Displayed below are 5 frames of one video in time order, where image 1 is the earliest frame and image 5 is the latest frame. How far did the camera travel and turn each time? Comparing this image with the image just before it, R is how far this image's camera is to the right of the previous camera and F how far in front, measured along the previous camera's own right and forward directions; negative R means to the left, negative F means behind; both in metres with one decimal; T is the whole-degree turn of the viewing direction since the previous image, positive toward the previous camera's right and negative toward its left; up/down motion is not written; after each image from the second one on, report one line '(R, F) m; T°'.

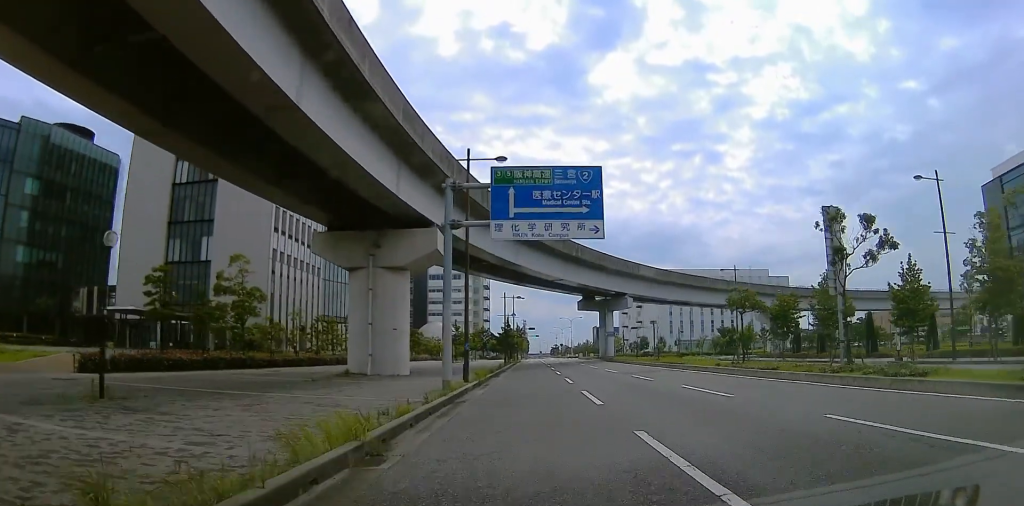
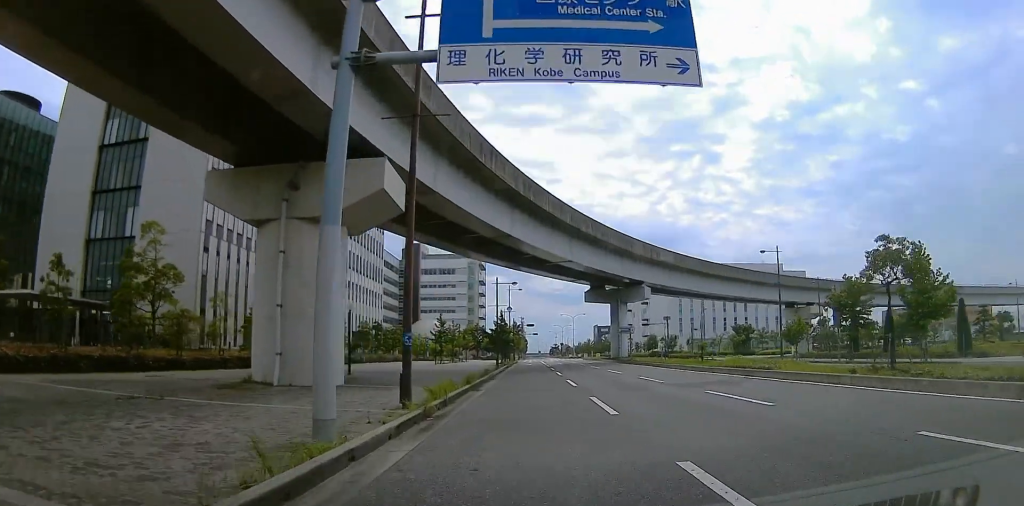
(+0.4, +12.7) m; 0°
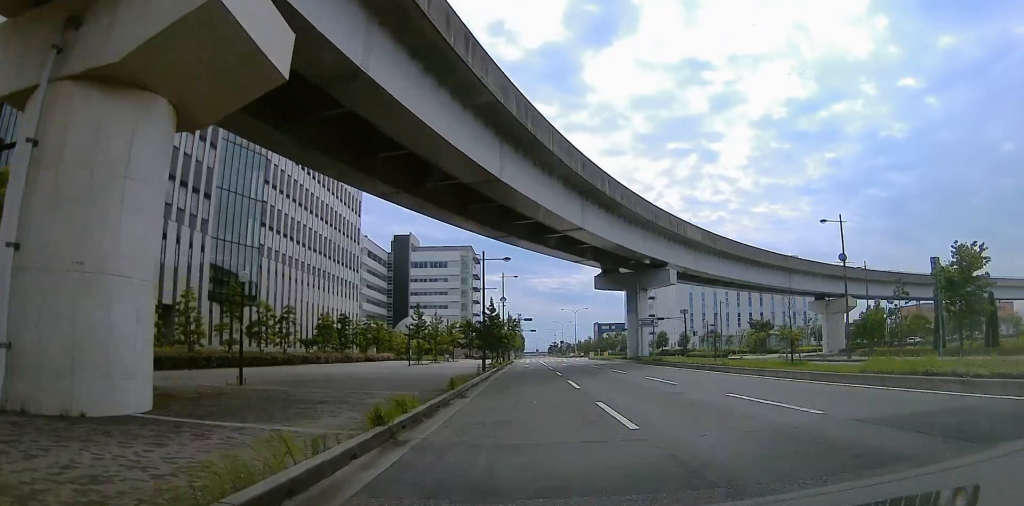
(-0.4, +13.0) m; -2°
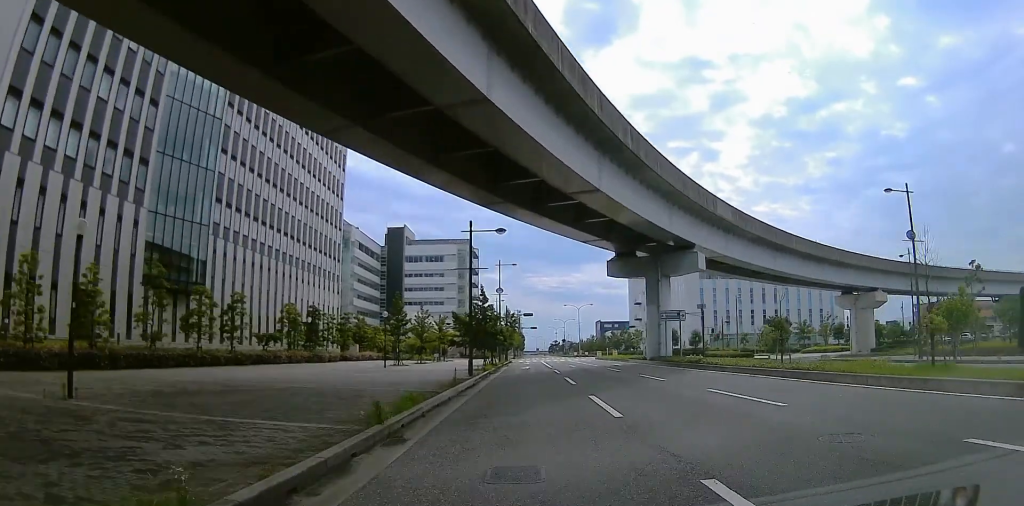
(0.0, +9.1) m; +5°
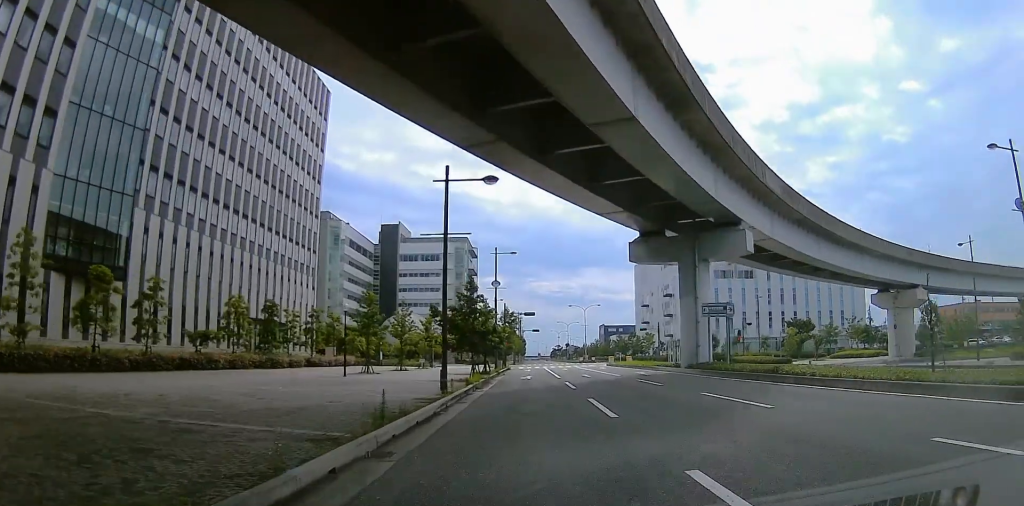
(+0.5, +9.9) m; +4°
